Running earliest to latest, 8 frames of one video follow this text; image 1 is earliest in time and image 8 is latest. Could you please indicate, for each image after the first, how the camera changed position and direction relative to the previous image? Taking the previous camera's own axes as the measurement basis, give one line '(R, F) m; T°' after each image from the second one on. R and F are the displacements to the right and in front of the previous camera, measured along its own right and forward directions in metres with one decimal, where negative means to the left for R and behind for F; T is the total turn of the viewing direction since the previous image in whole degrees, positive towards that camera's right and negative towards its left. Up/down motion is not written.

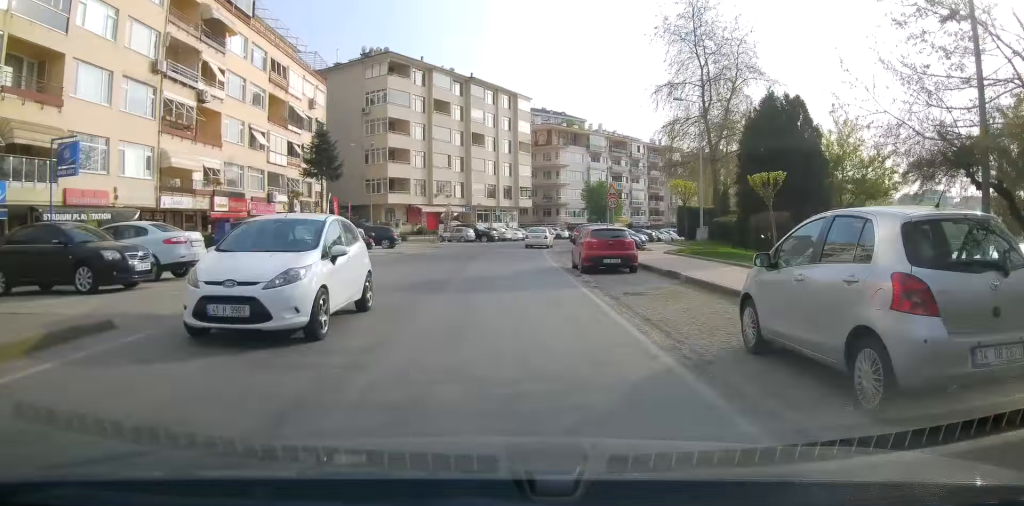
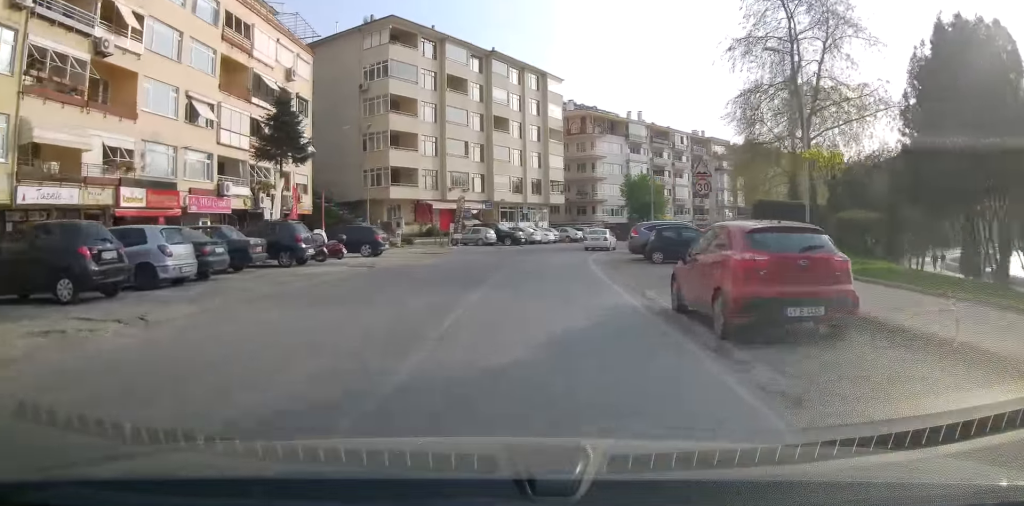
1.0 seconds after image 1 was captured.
(0.0, +10.9) m; 0°
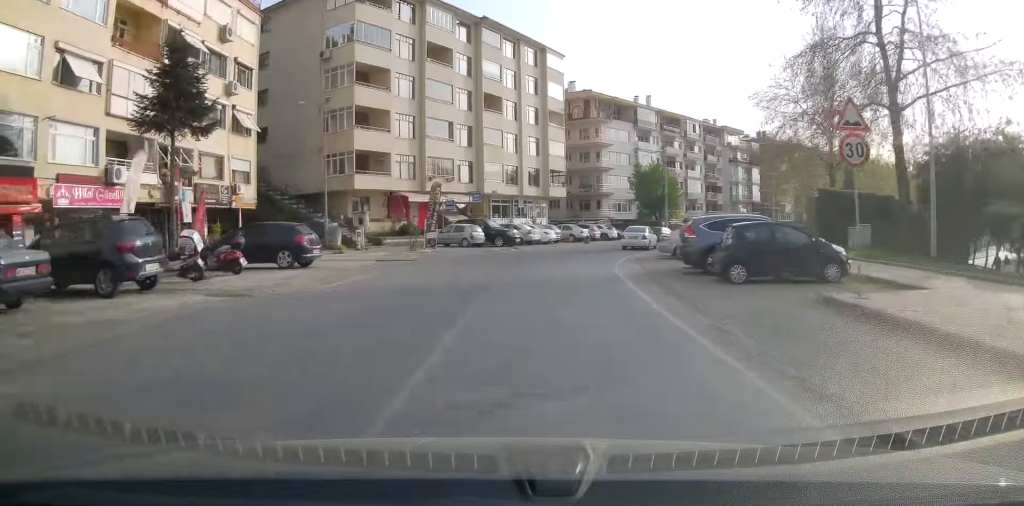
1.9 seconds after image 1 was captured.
(0.0, +9.4) m; 0°
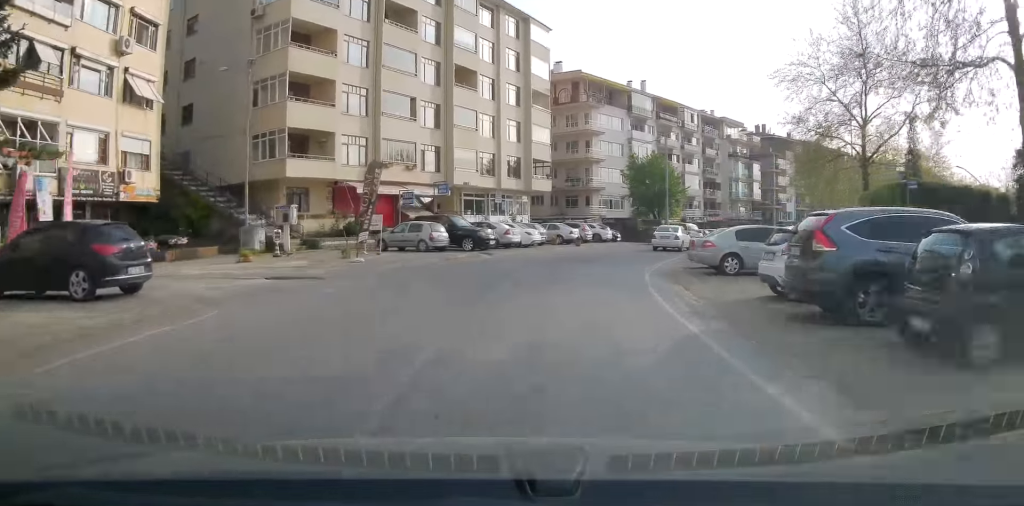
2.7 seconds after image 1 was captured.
(0.0, +9.0) m; +1°
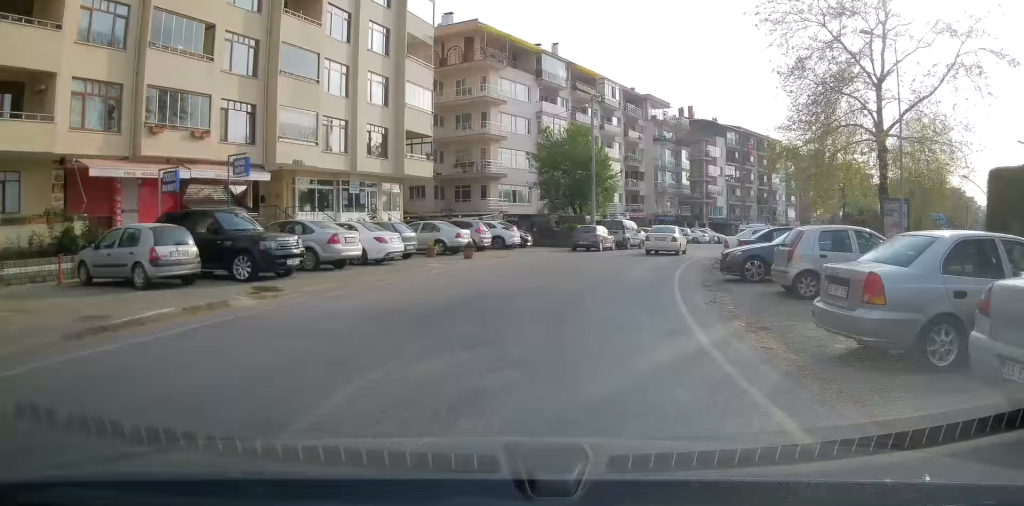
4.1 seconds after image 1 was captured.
(+0.6, +16.1) m; +7°
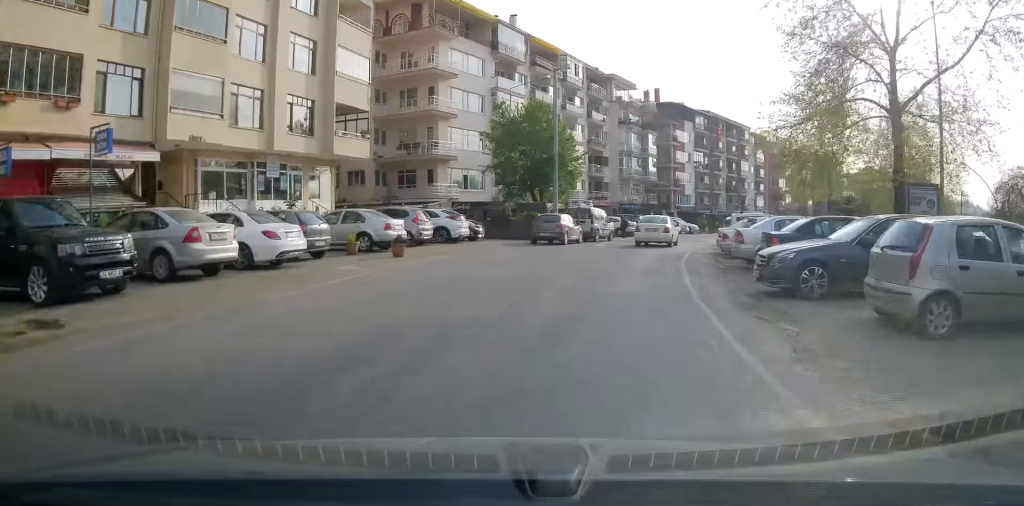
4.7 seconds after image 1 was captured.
(+0.3, +5.7) m; +3°
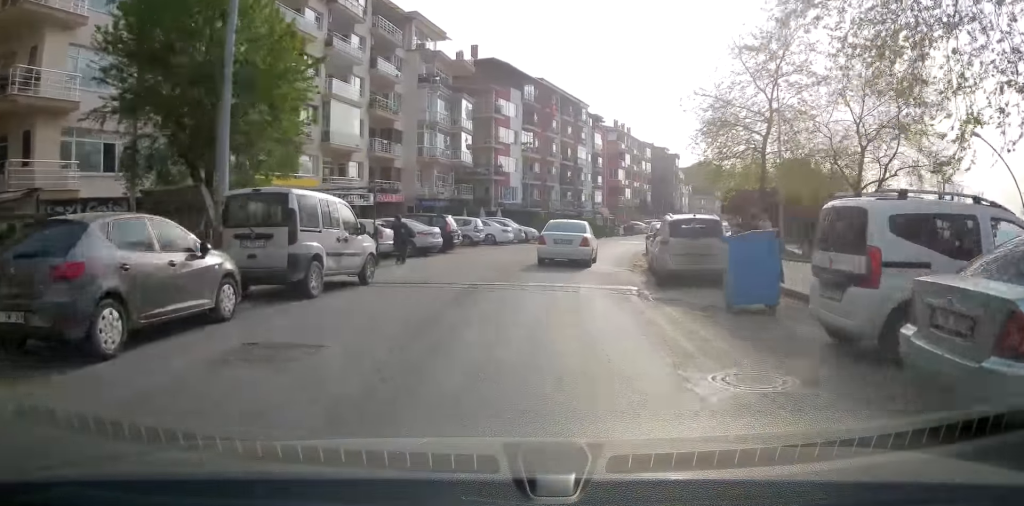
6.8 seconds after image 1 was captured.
(+2.5, +22.2) m; +11°
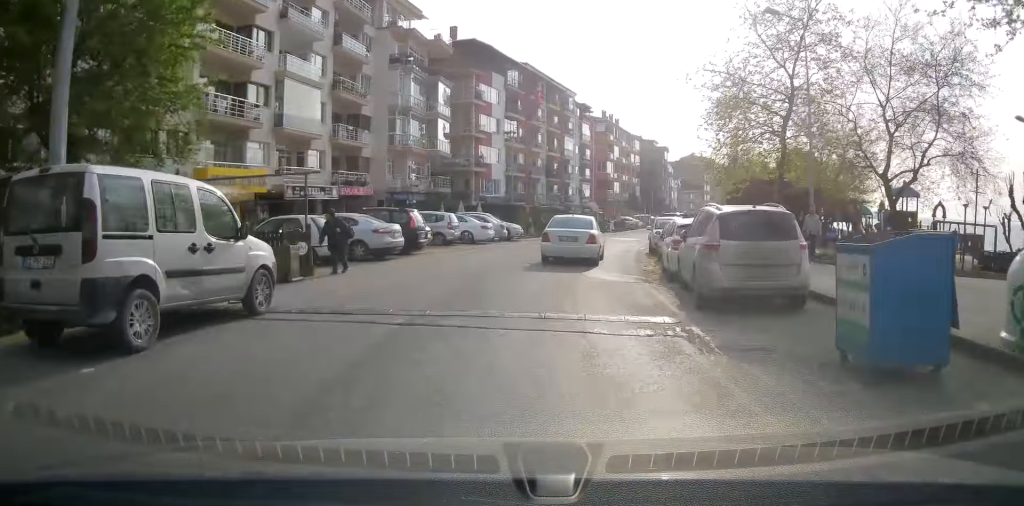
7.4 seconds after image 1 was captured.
(+0.1, +5.4) m; 0°
